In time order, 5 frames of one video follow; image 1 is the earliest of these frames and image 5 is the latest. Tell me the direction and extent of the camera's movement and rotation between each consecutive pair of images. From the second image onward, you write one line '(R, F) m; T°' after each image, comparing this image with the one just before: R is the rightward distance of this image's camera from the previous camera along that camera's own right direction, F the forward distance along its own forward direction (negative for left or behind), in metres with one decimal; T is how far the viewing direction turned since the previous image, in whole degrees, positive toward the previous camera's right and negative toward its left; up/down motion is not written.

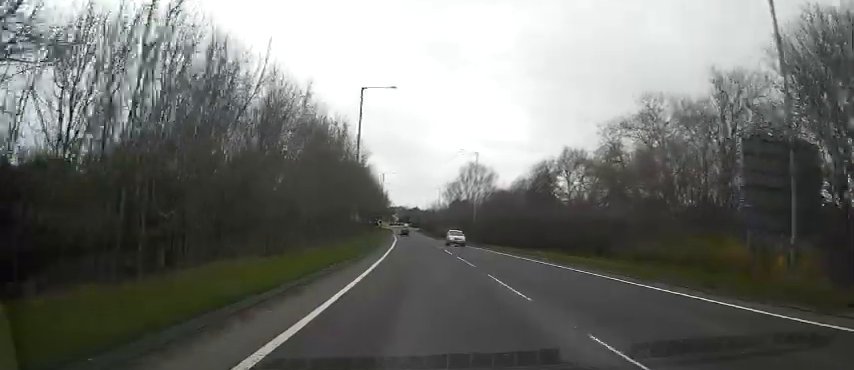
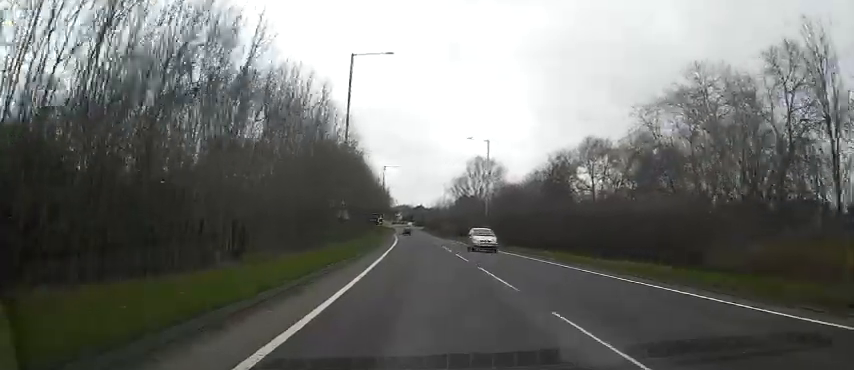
(0.0, +7.5) m; -1°
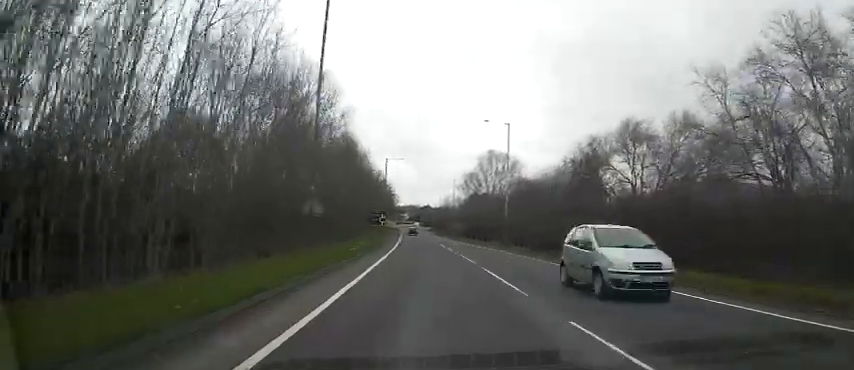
(-0.1, +10.6) m; -1°
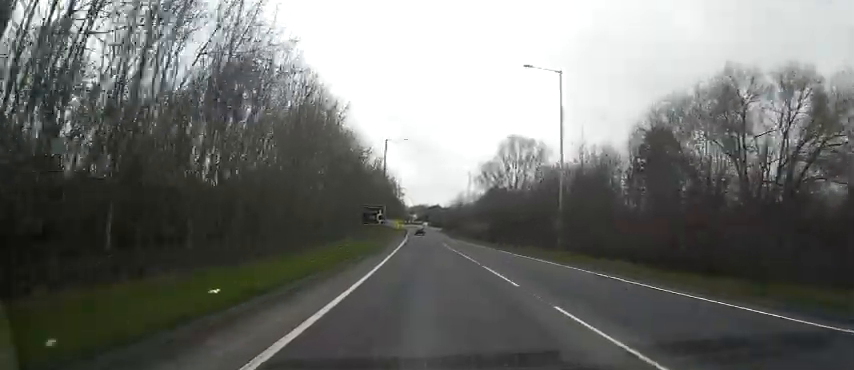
(-0.2, +16.7) m; -1°
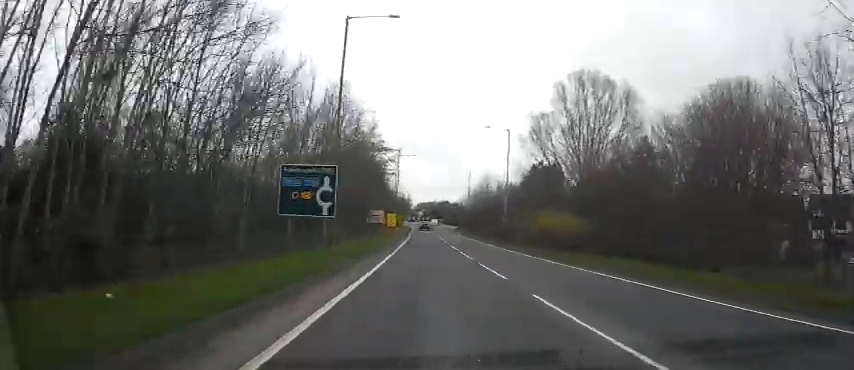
(-0.4, +37.4) m; -1°
